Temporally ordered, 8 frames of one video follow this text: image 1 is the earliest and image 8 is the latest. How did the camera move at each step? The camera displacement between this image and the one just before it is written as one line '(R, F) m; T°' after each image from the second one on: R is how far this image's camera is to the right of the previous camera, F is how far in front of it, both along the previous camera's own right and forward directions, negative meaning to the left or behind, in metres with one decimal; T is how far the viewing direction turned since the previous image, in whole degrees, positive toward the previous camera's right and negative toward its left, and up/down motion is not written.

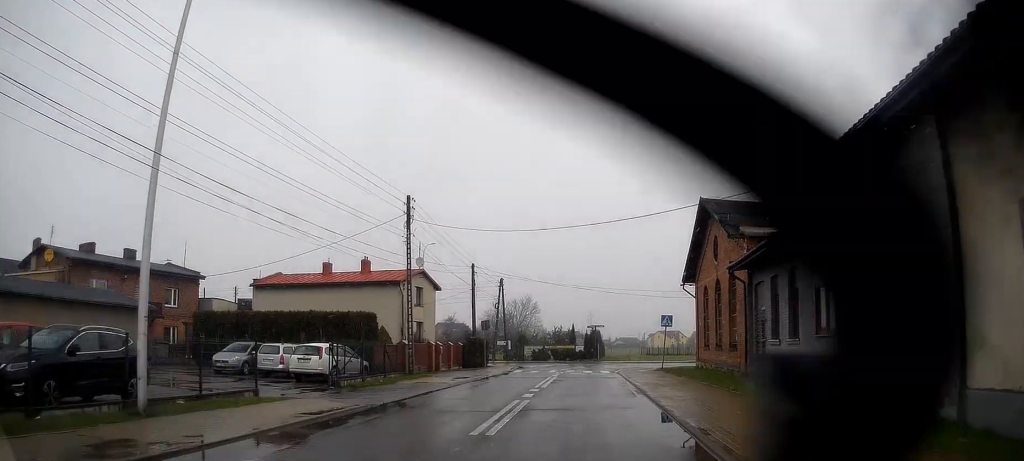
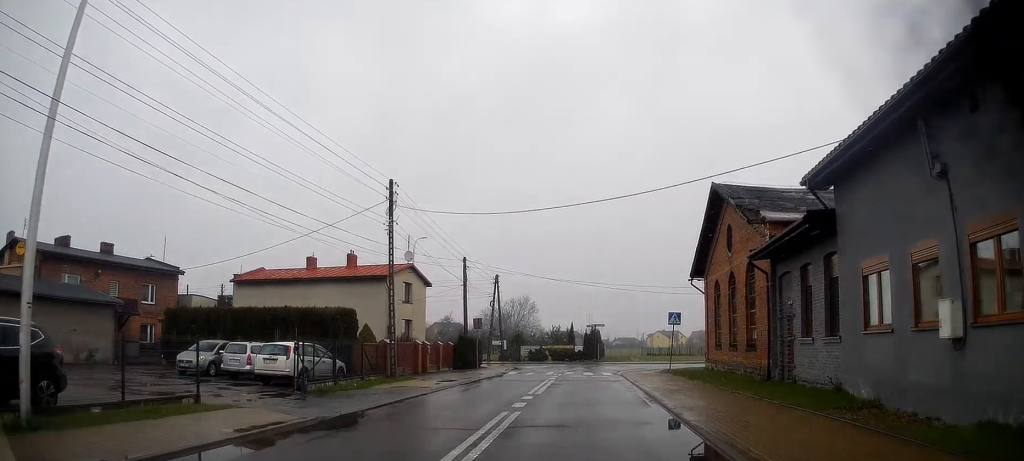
(0.0, +2.9) m; 0°
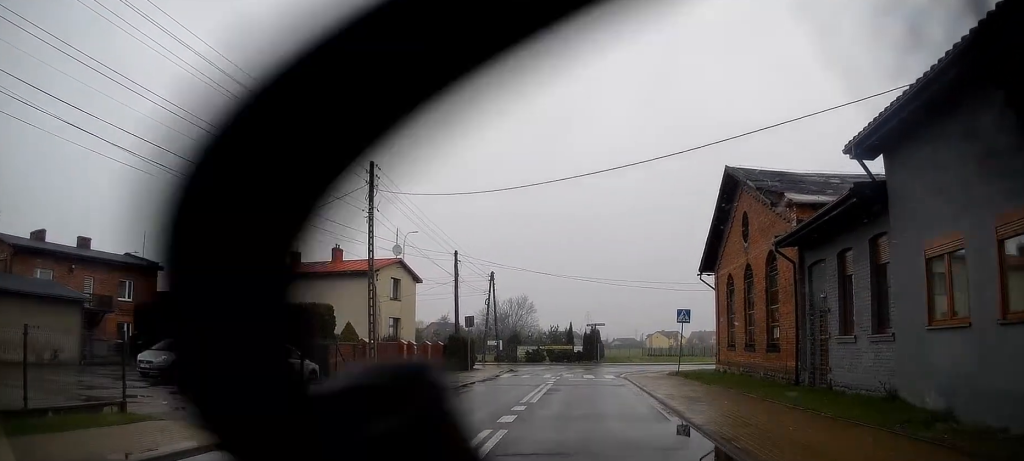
(0.0, +2.8) m; 0°
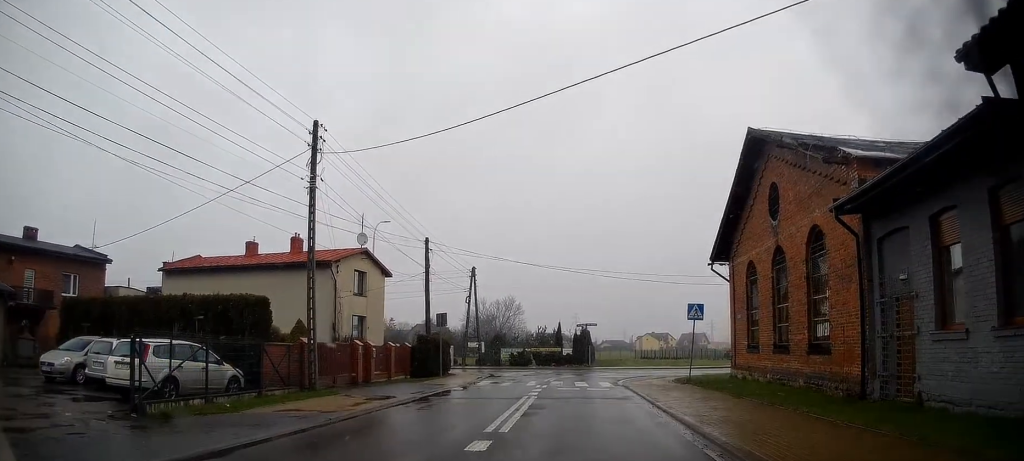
(0.0, +5.1) m; +1°
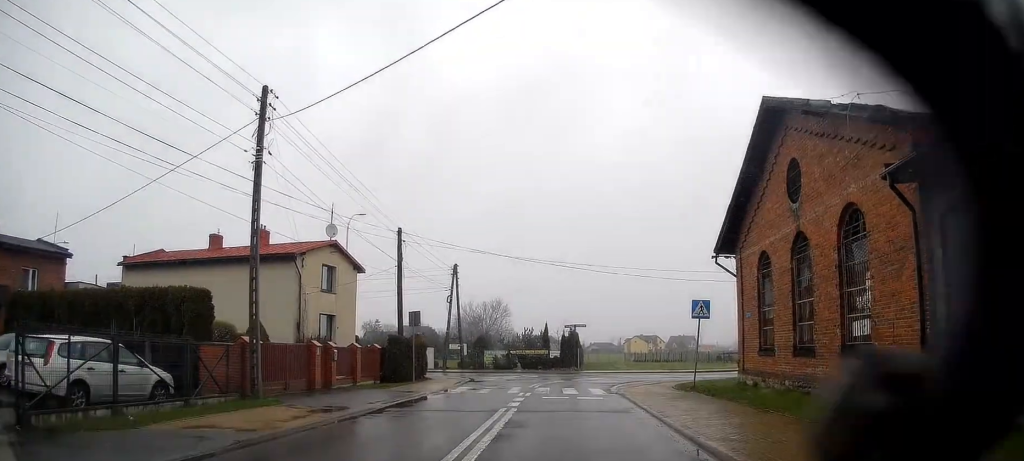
(0.0, +3.1) m; +2°
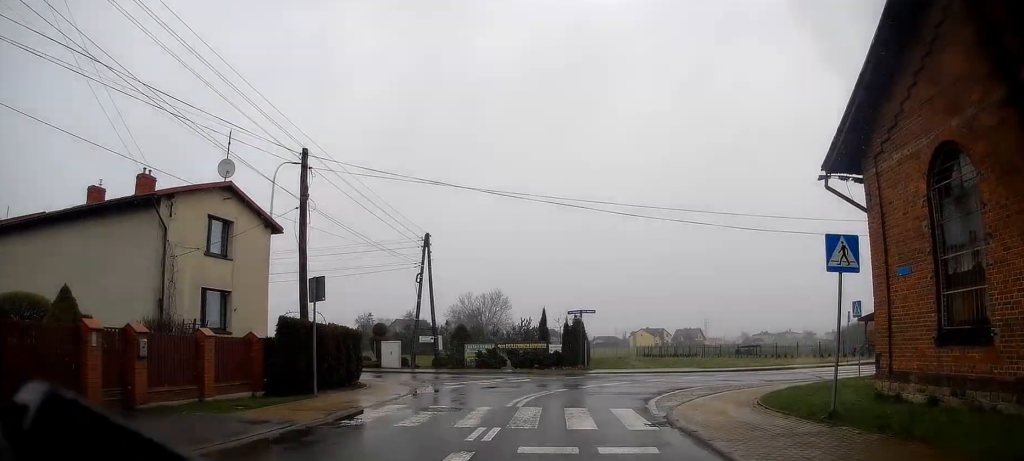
(+0.2, +11.0) m; -3°
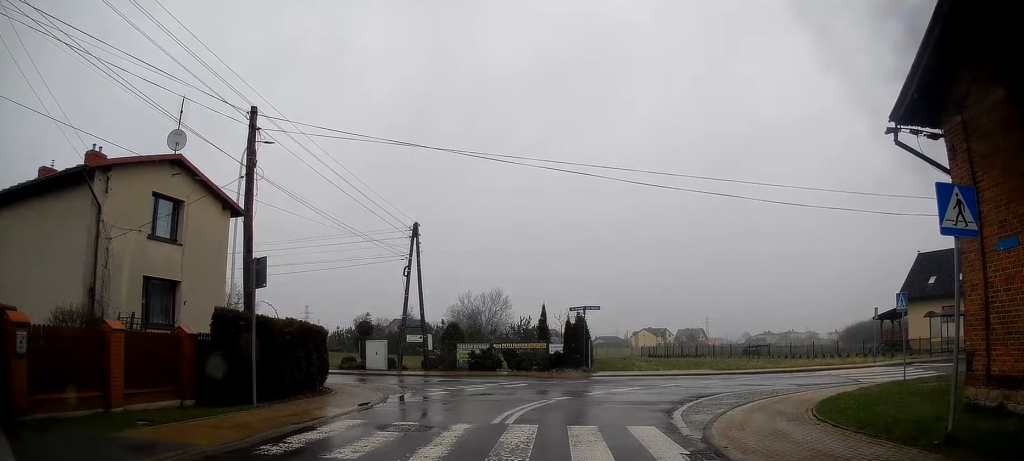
(0.0, +3.3) m; +2°
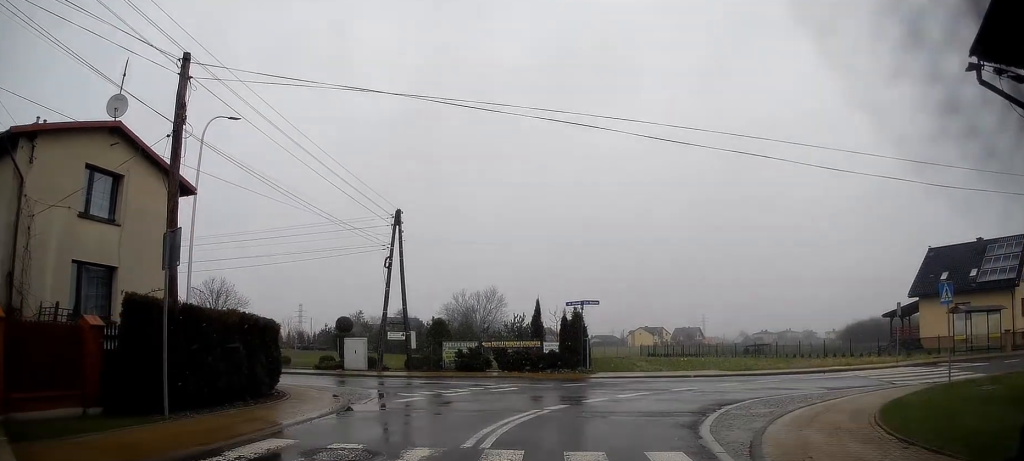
(+0.1, +2.9) m; +3°
